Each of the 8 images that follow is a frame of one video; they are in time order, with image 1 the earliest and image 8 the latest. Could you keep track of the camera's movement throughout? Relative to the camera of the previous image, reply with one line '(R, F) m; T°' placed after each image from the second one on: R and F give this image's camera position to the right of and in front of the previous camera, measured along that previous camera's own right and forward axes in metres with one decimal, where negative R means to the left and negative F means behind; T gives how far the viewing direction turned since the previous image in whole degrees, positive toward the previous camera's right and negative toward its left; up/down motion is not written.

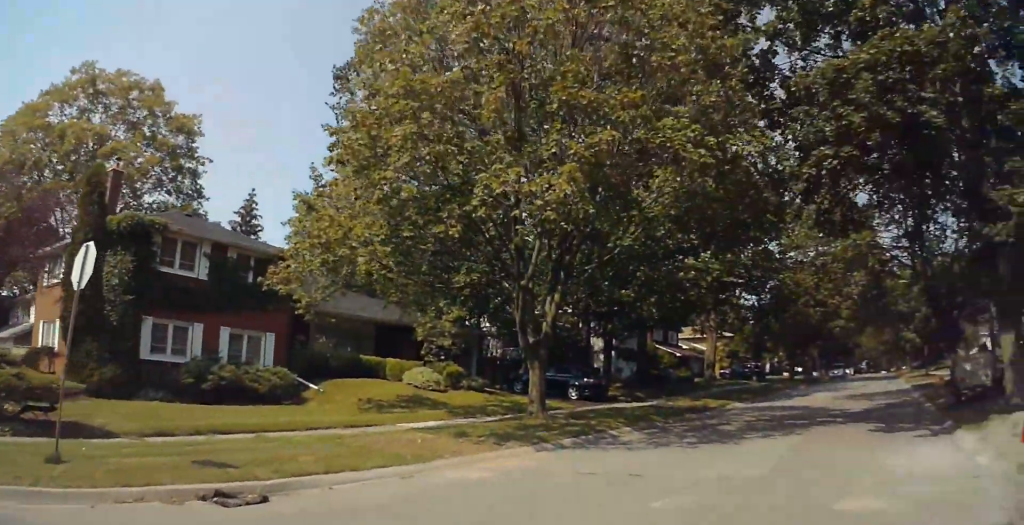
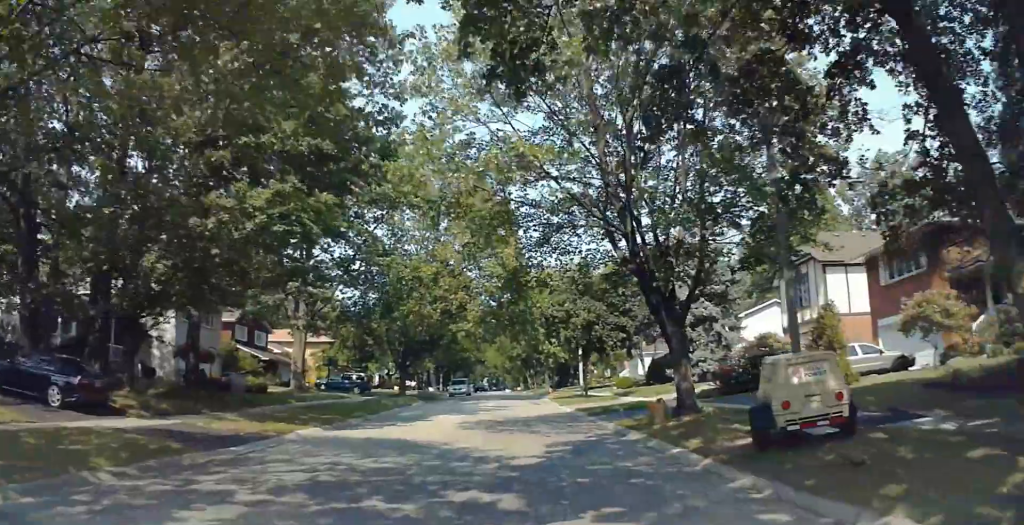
(+6.0, +14.4) m; +25°
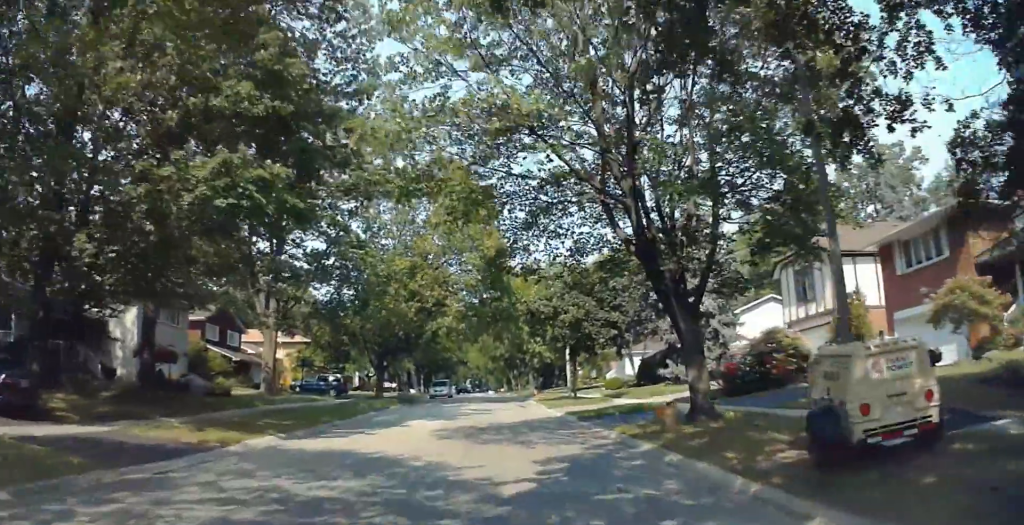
(+0.1, +2.9) m; +1°
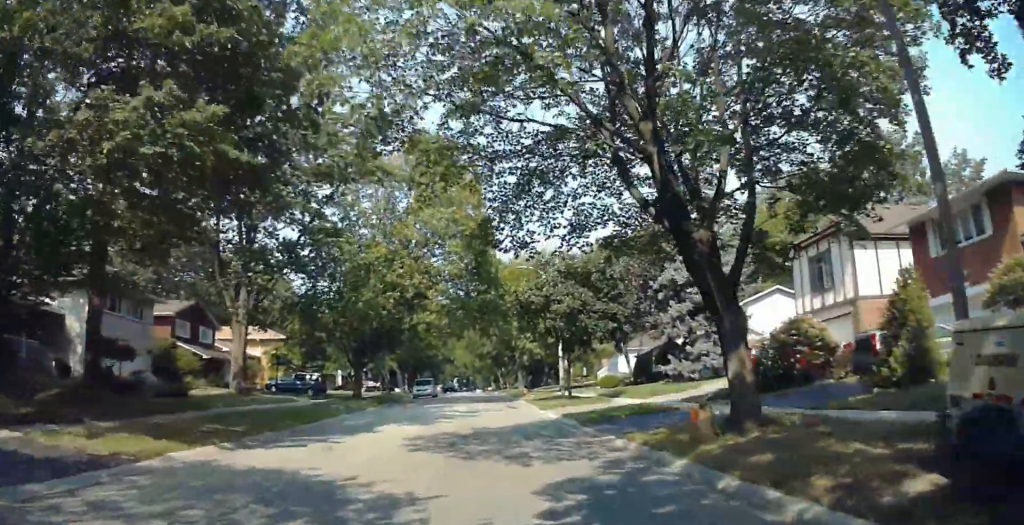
(0.0, +3.5) m; +1°
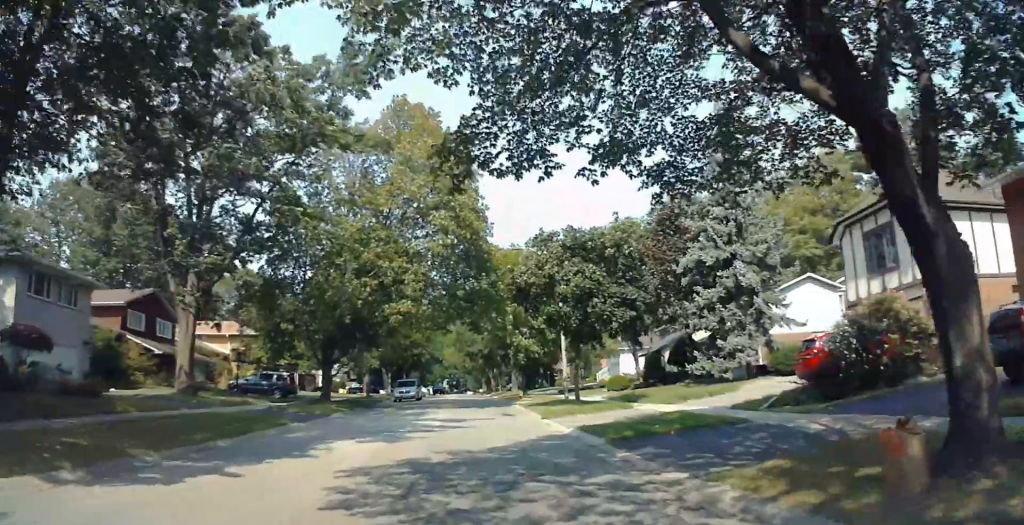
(0.0, +6.2) m; +1°
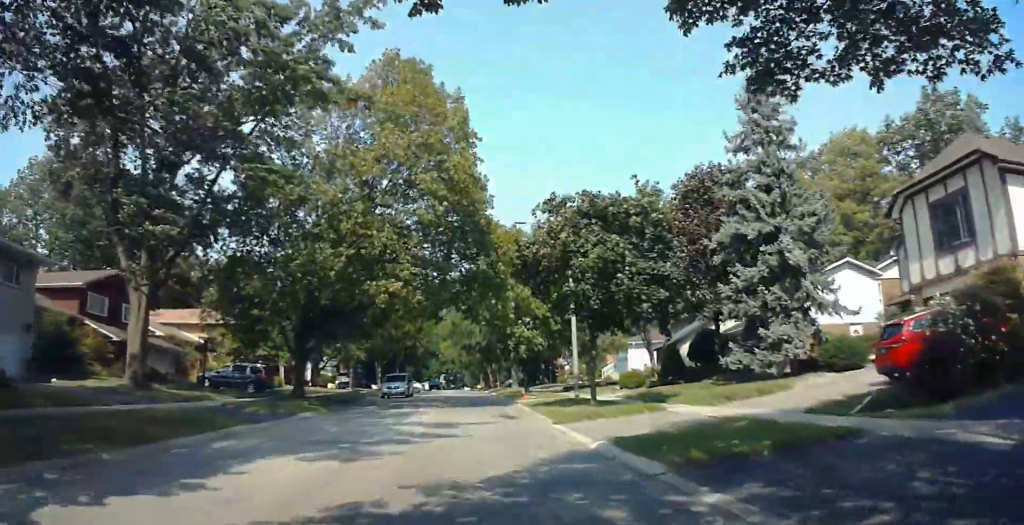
(0.0, +4.8) m; 0°
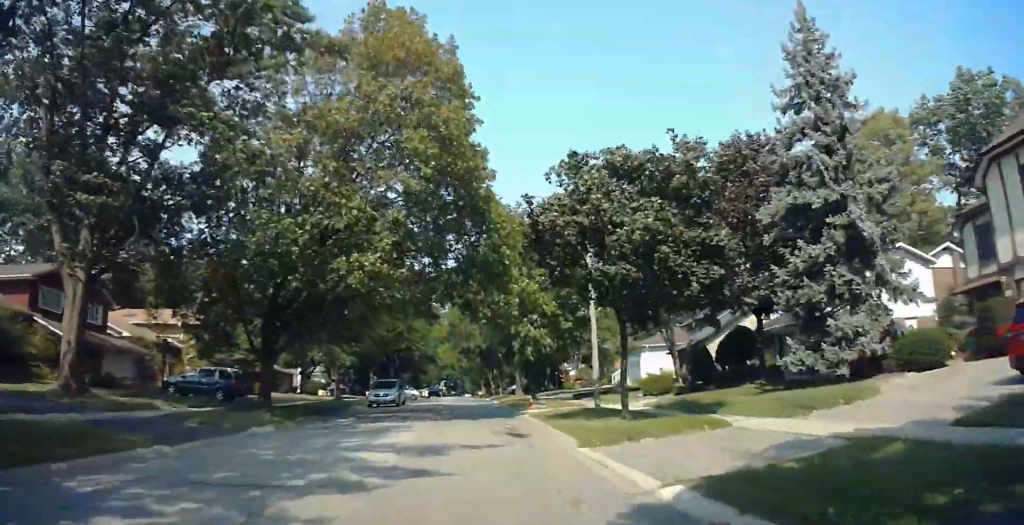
(0.0, +5.1) m; 0°
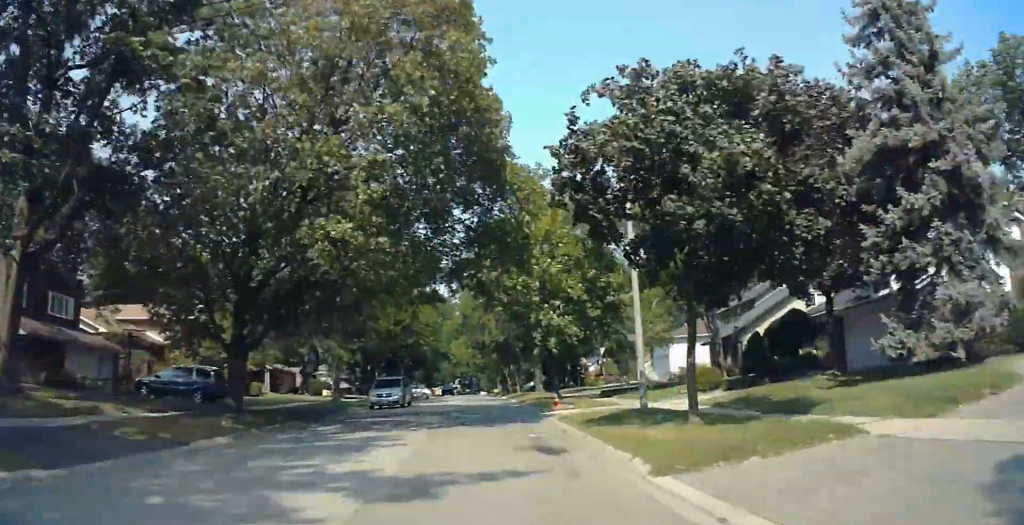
(0.0, +4.6) m; 0°
